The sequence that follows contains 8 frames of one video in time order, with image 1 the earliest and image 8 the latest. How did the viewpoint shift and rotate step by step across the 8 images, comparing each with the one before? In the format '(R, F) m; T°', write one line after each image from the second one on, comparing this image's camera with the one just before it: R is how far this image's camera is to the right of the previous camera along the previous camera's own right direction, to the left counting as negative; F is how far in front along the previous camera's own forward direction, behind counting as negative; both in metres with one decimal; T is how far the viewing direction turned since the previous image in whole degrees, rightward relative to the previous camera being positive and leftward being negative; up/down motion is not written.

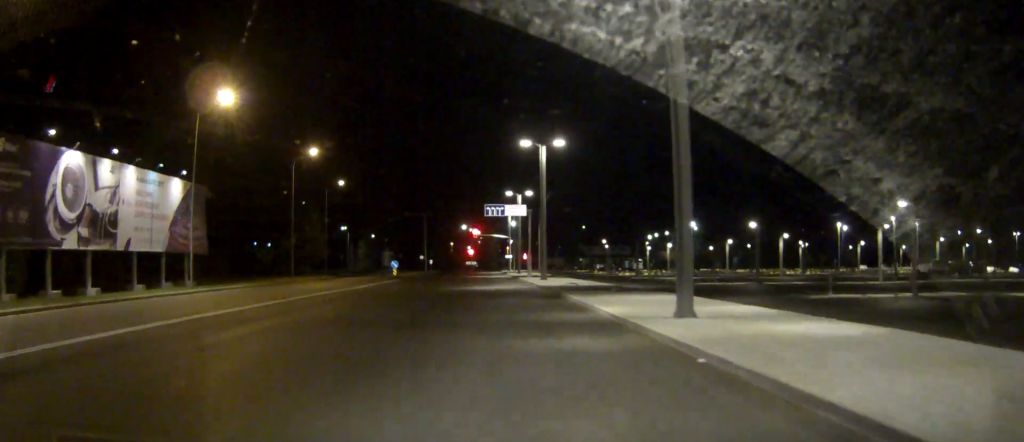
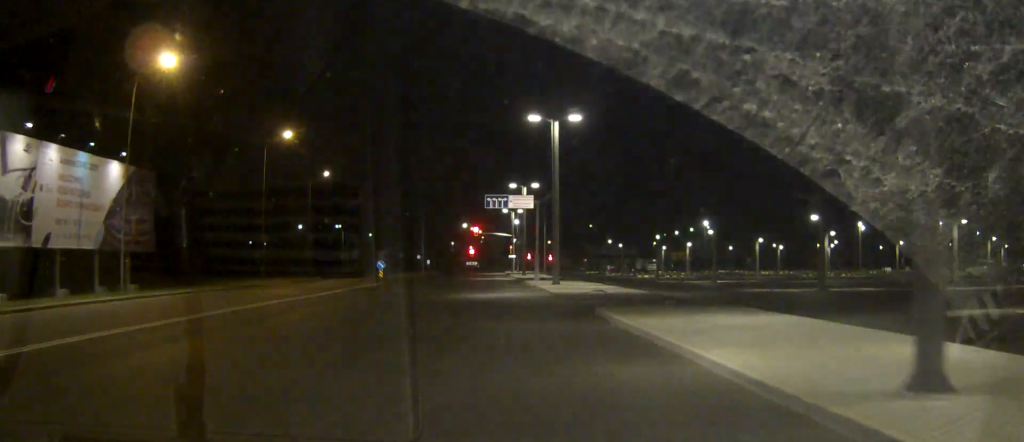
(0.0, +9.1) m; 0°
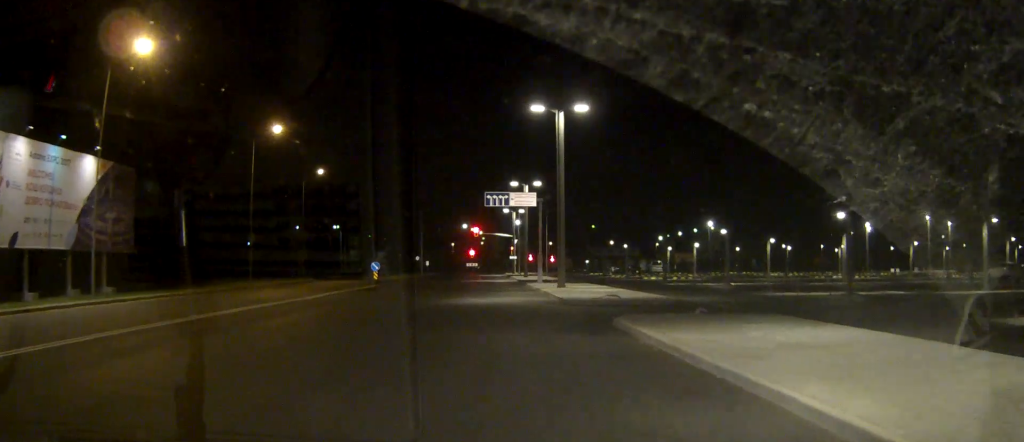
(0.0, +3.0) m; 0°
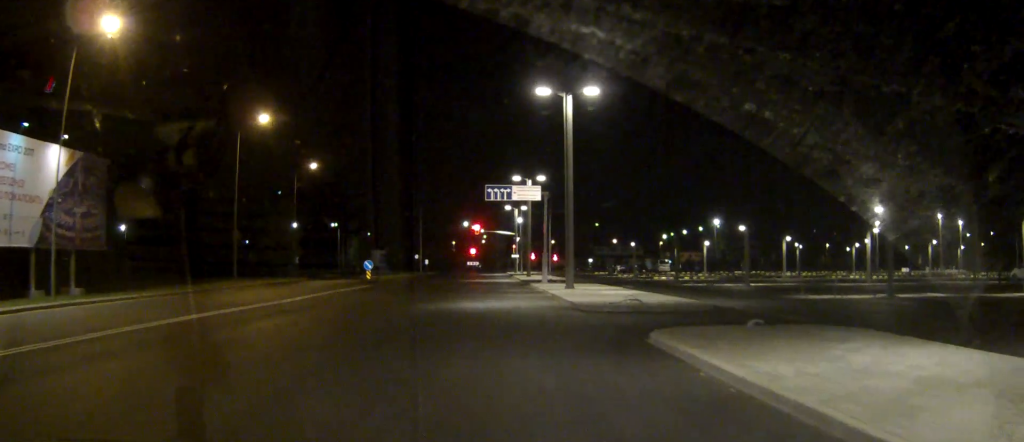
(0.0, +3.6) m; +1°
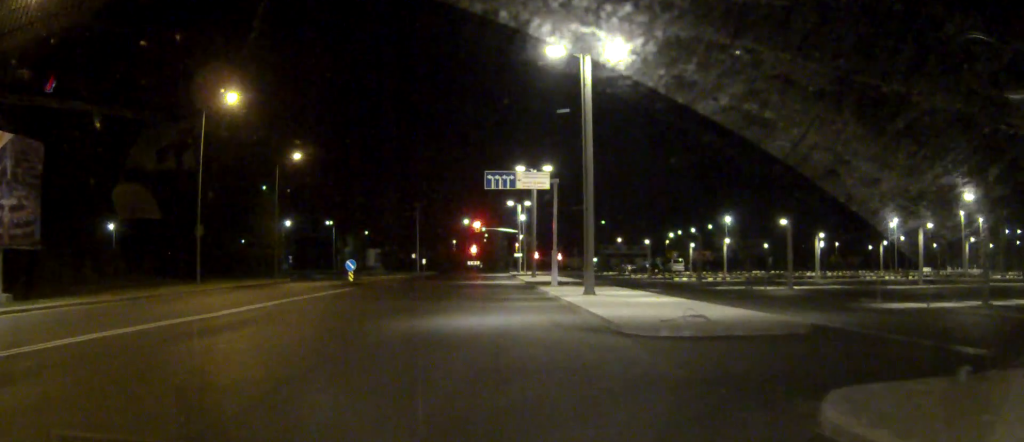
(+0.1, +6.9) m; +8°
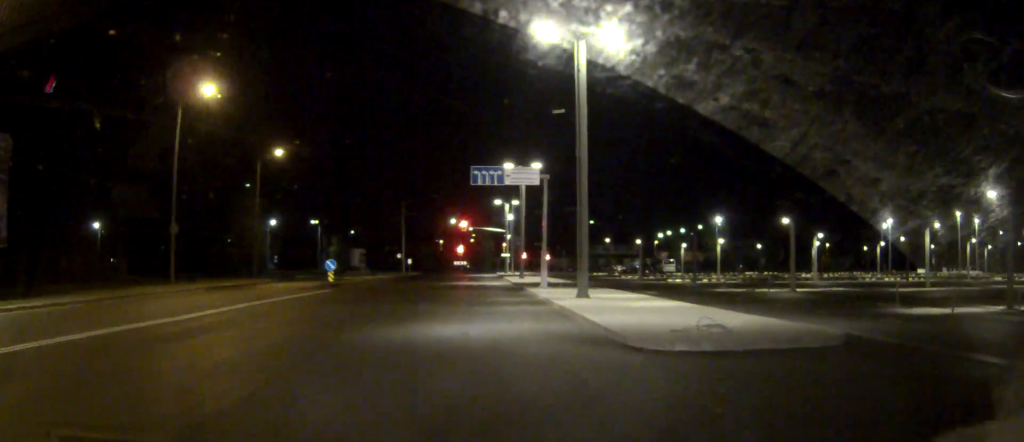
(+0.3, +1.9) m; +9°
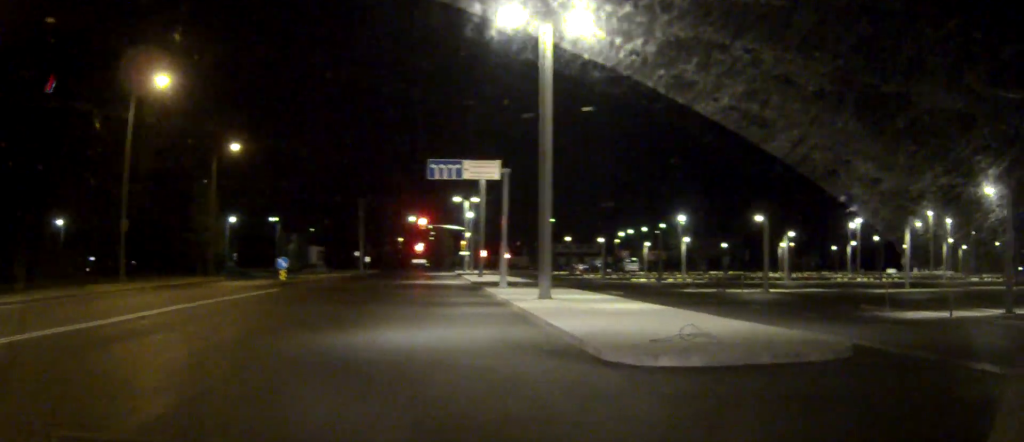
(0.0, +1.8) m; +9°
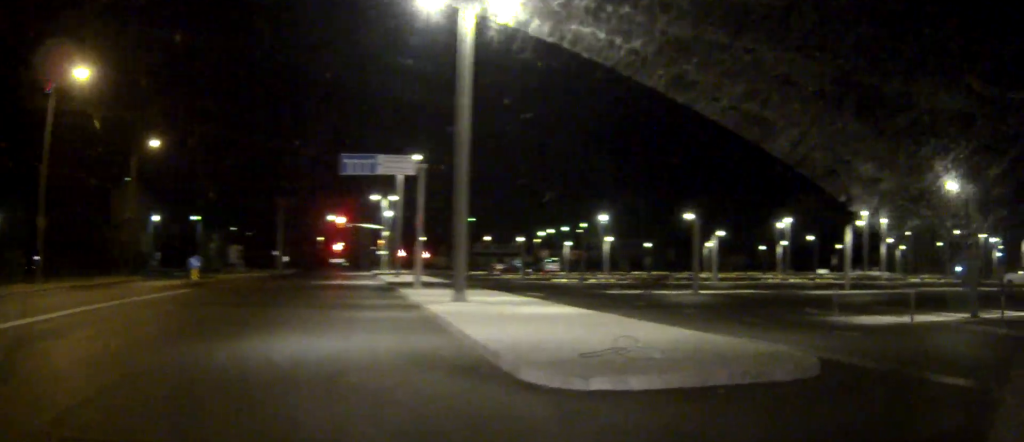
(+0.3, +1.5) m; +11°
